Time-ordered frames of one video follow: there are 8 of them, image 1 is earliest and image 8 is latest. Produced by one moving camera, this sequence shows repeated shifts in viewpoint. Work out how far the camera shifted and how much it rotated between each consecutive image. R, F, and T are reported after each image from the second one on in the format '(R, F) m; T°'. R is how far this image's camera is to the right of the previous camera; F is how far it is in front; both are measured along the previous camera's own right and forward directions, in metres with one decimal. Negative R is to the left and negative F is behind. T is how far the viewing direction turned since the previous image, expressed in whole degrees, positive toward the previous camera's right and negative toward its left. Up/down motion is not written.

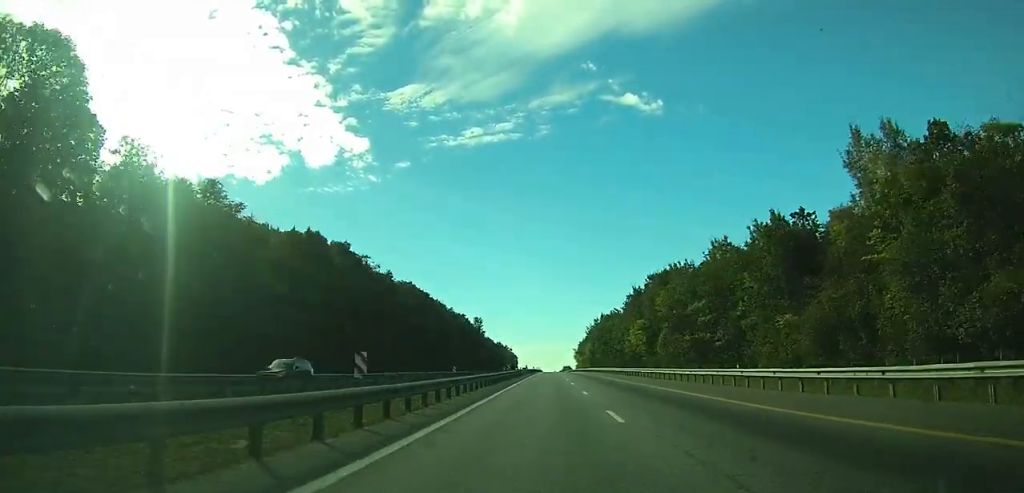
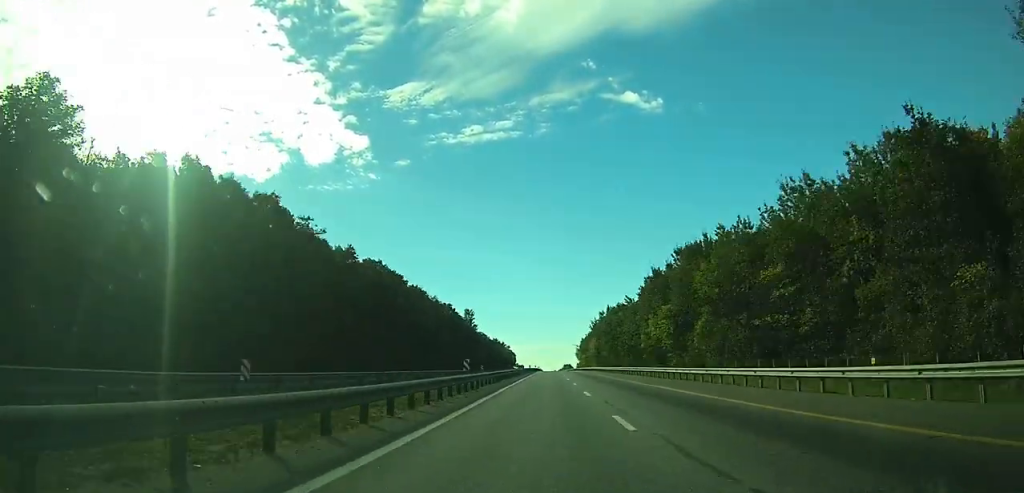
(0.0, +25.6) m; 0°
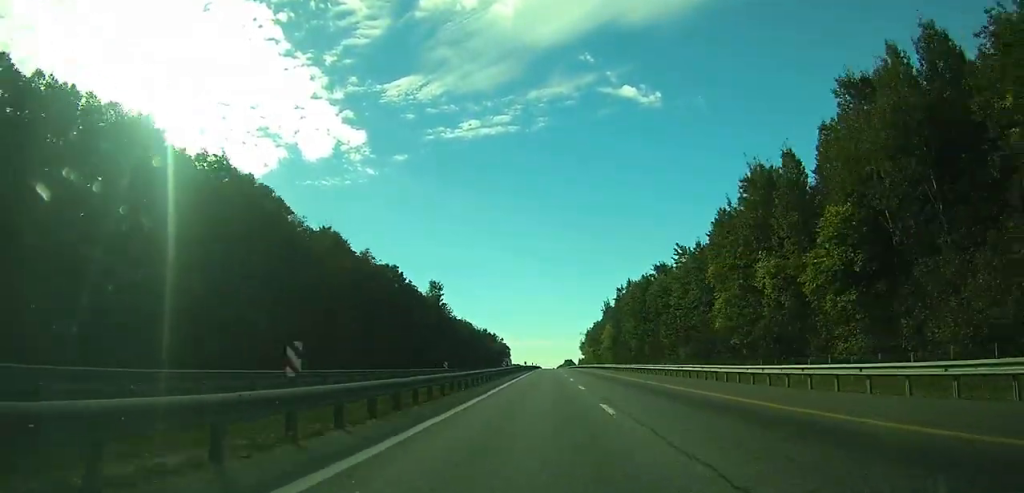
(0.0, +56.8) m; 0°
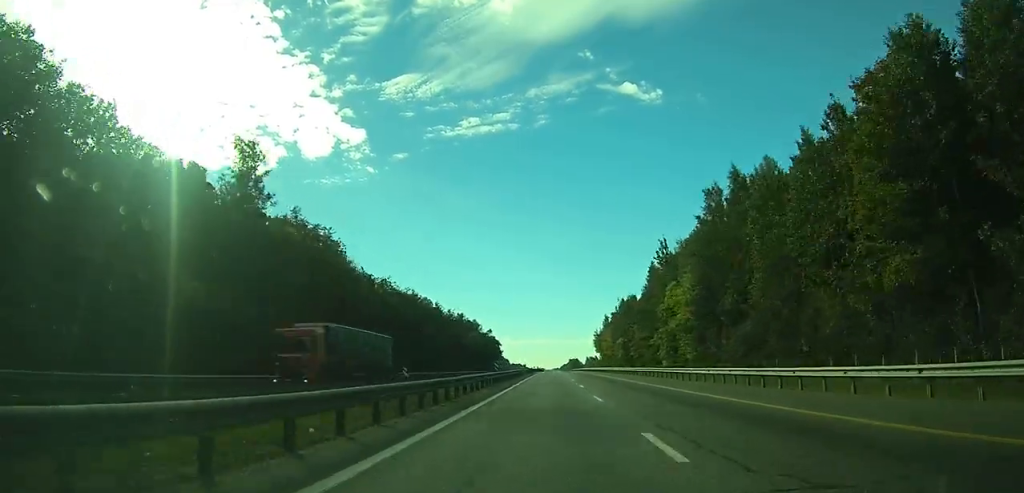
(+0.1, +90.1) m; 0°
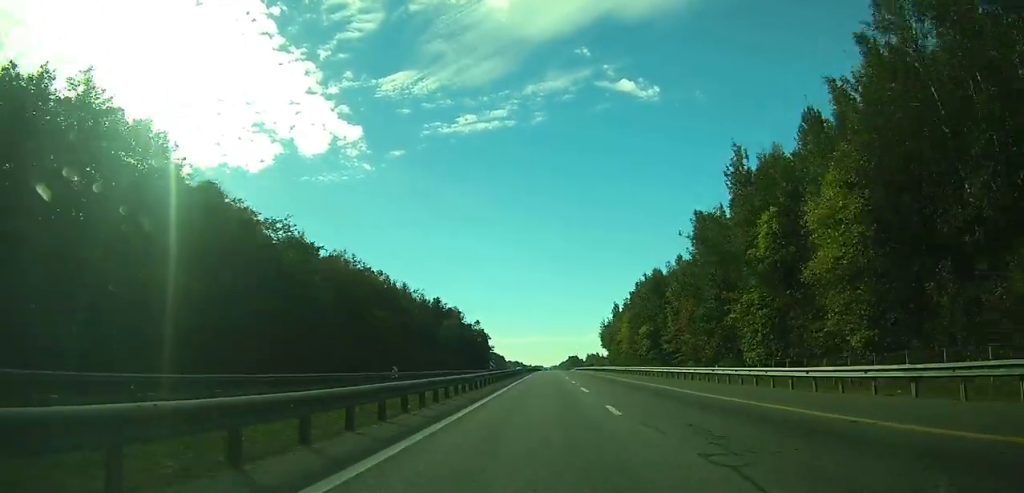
(0.0, +41.2) m; 0°
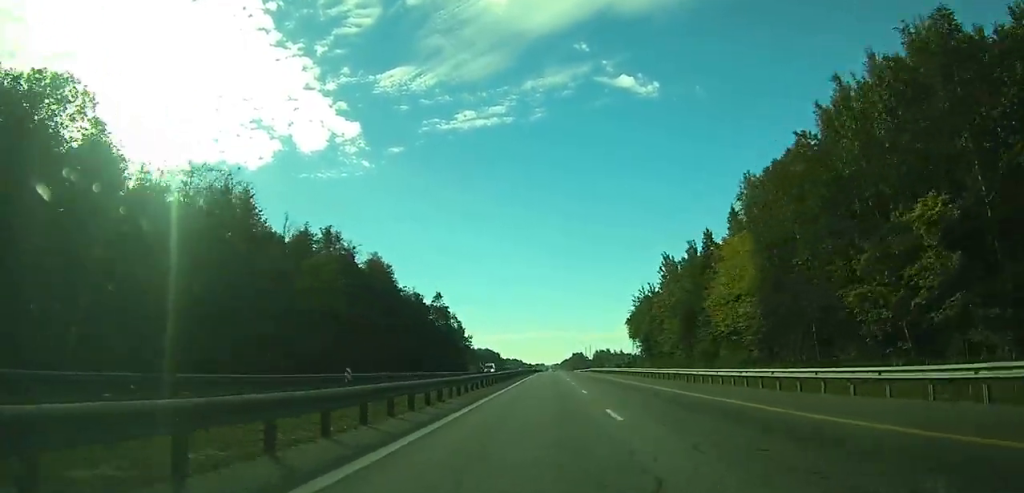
(0.0, +84.5) m; -1°
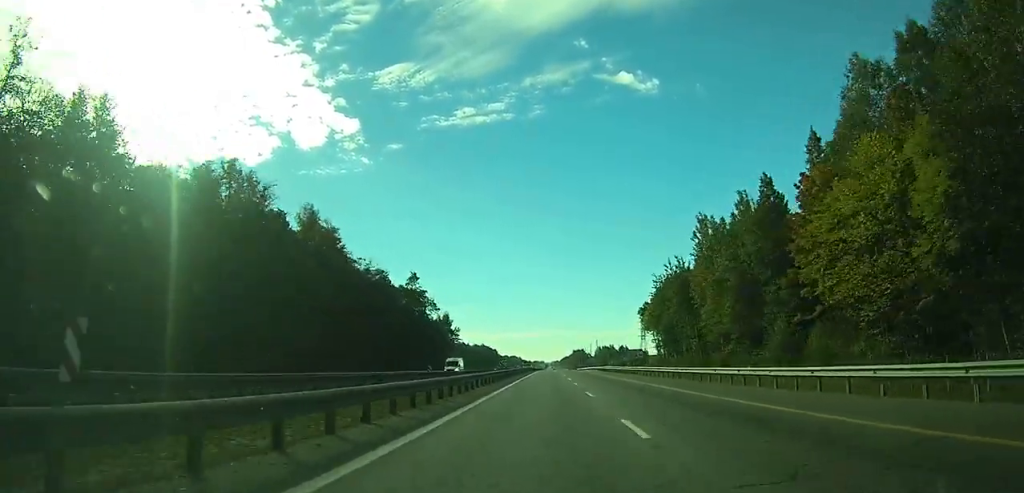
(-0.2, +27.6) m; 0°
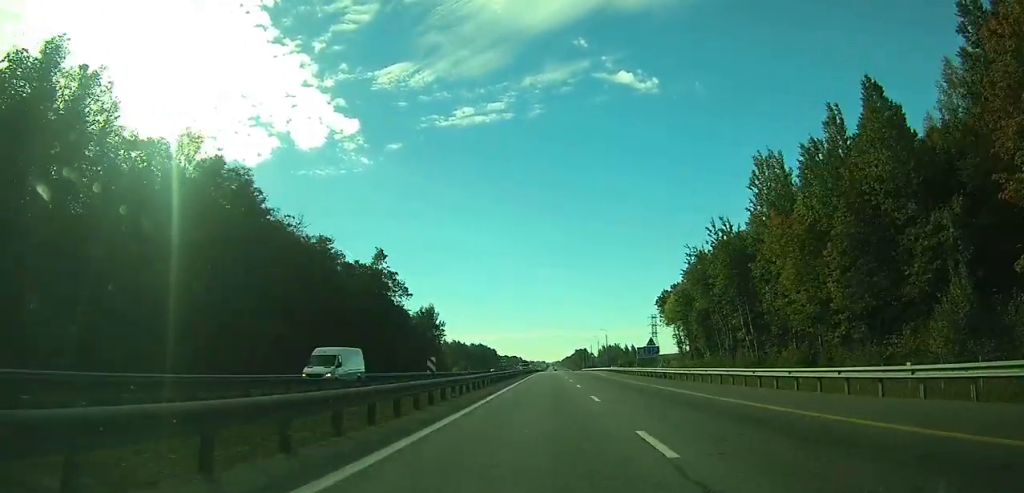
(+0.1, +25.7) m; 0°
